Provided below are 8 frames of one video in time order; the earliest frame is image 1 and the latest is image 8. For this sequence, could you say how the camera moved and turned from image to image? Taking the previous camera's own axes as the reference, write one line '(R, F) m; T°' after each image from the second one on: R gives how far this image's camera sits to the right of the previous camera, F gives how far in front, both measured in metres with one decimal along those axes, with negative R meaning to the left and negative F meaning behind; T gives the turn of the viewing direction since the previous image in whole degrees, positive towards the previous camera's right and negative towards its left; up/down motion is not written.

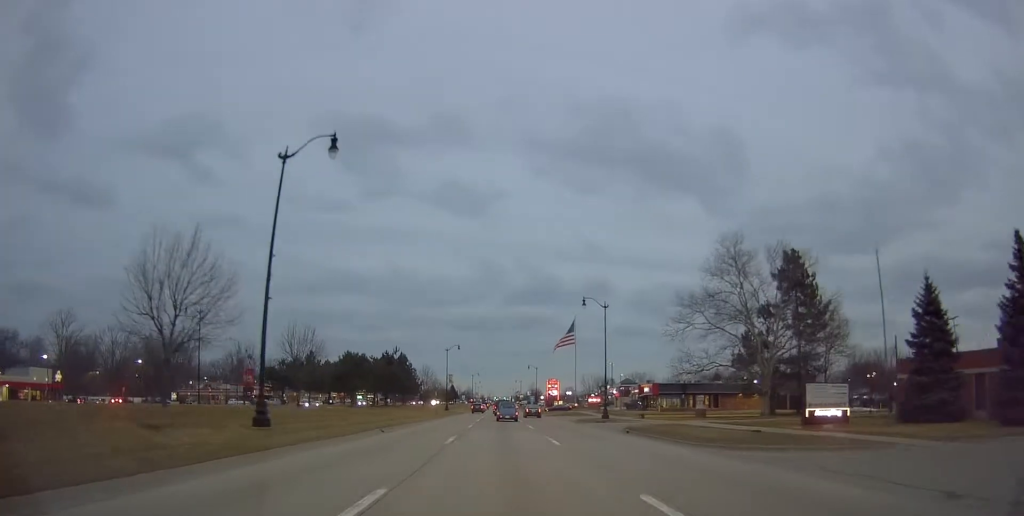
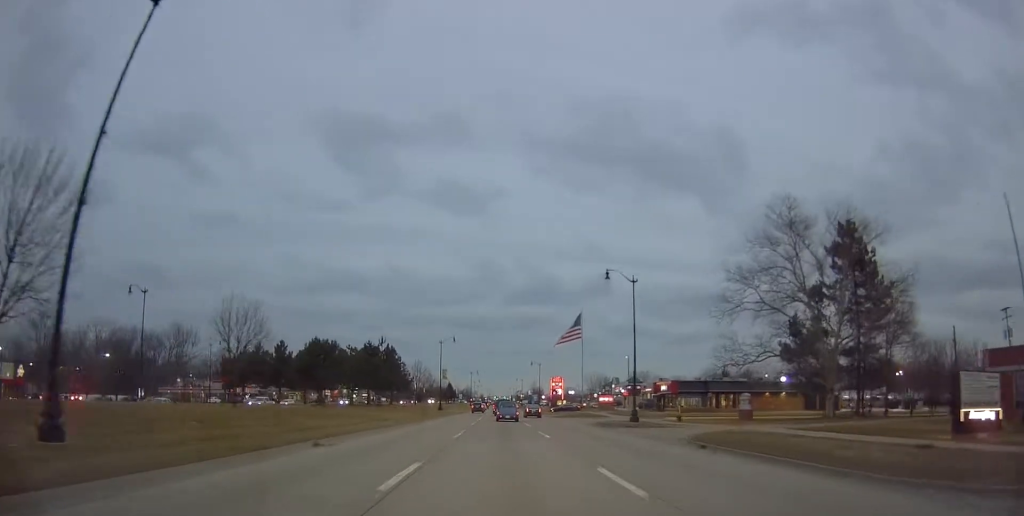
(-0.2, +11.2) m; 0°
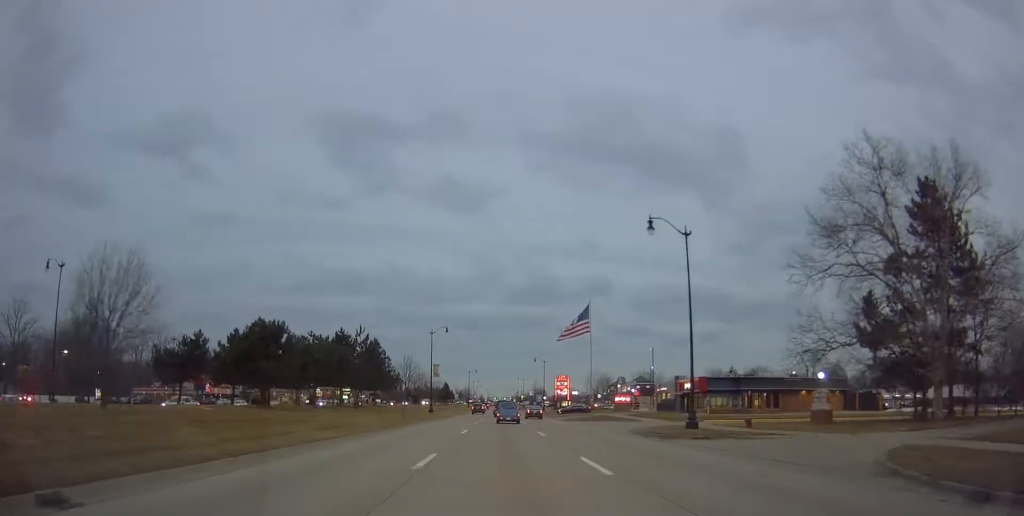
(+0.3, +12.5) m; -1°
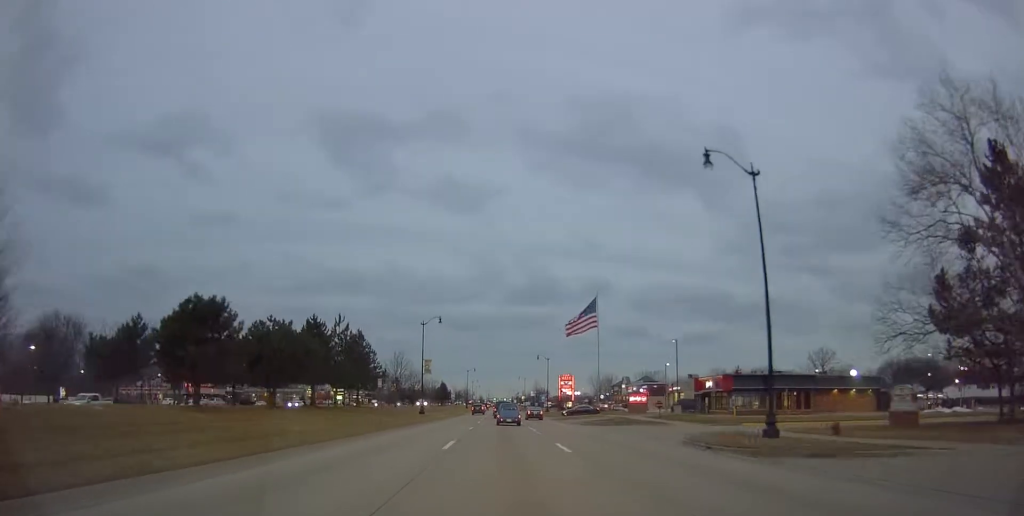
(+0.1, +9.0) m; 0°
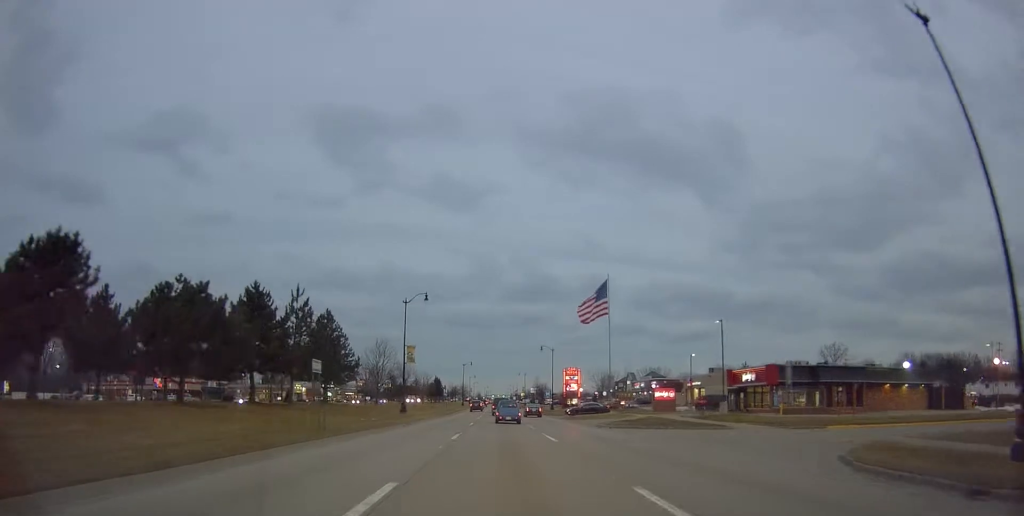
(-0.5, +12.2) m; 0°
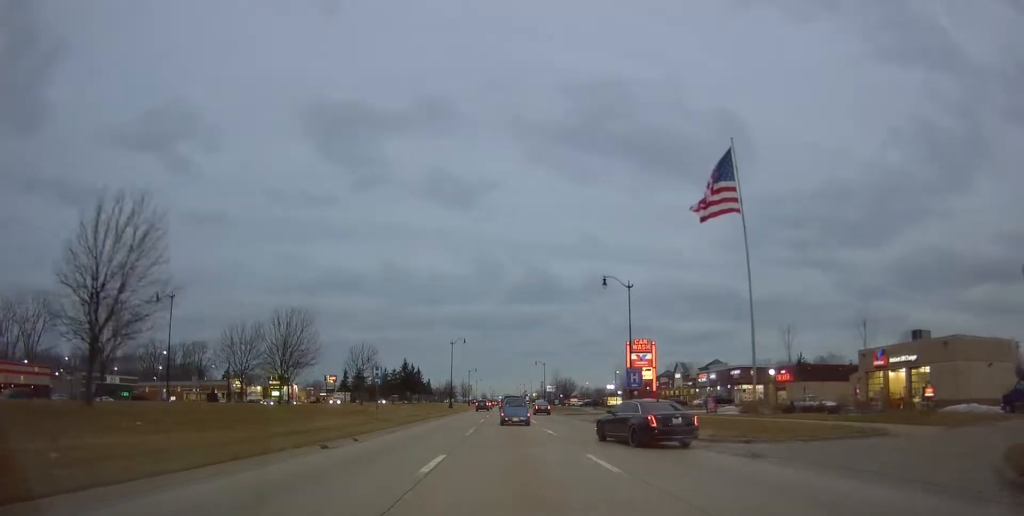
(+0.1, +54.3) m; +1°
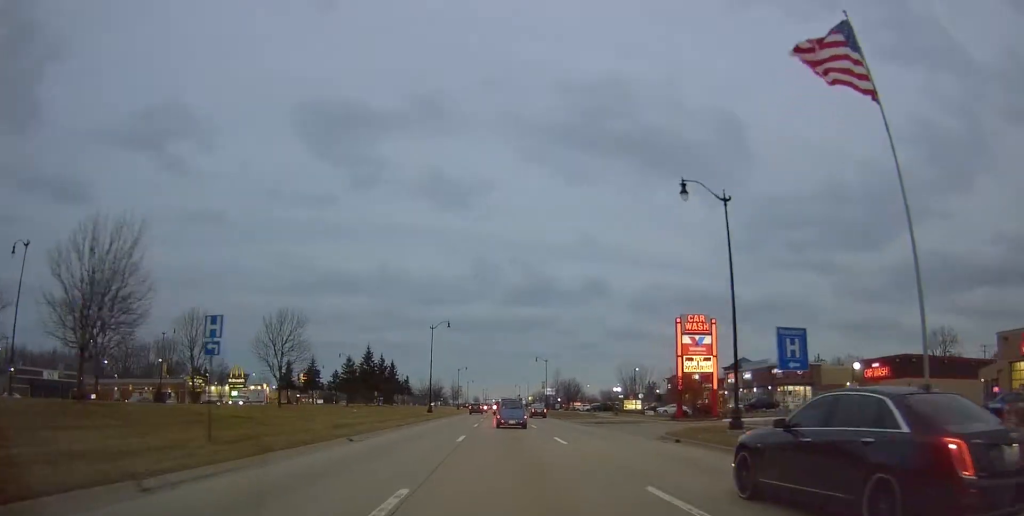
(+0.2, +21.0) m; -1°
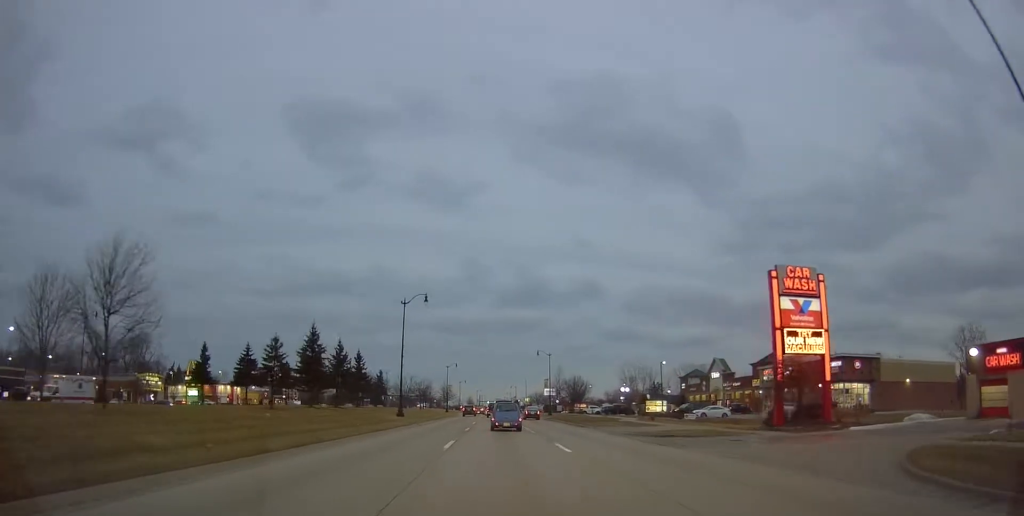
(-0.4, +18.2) m; 0°
